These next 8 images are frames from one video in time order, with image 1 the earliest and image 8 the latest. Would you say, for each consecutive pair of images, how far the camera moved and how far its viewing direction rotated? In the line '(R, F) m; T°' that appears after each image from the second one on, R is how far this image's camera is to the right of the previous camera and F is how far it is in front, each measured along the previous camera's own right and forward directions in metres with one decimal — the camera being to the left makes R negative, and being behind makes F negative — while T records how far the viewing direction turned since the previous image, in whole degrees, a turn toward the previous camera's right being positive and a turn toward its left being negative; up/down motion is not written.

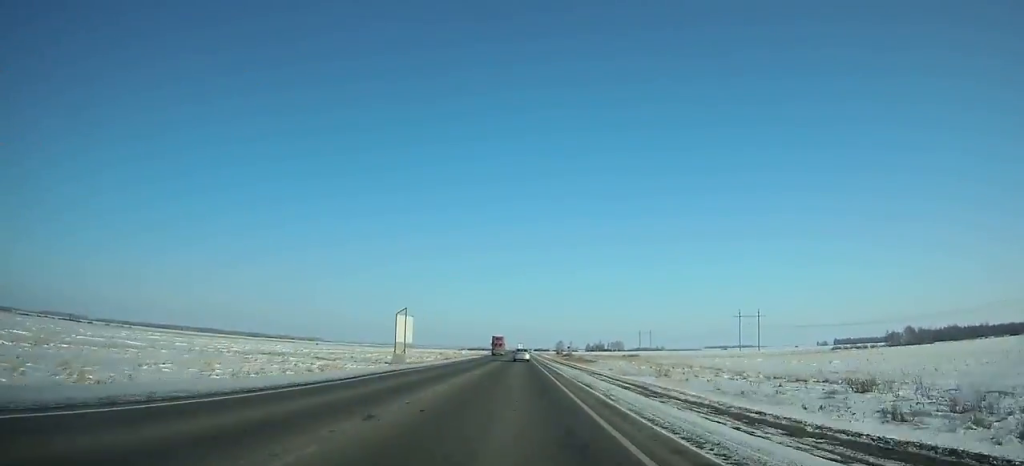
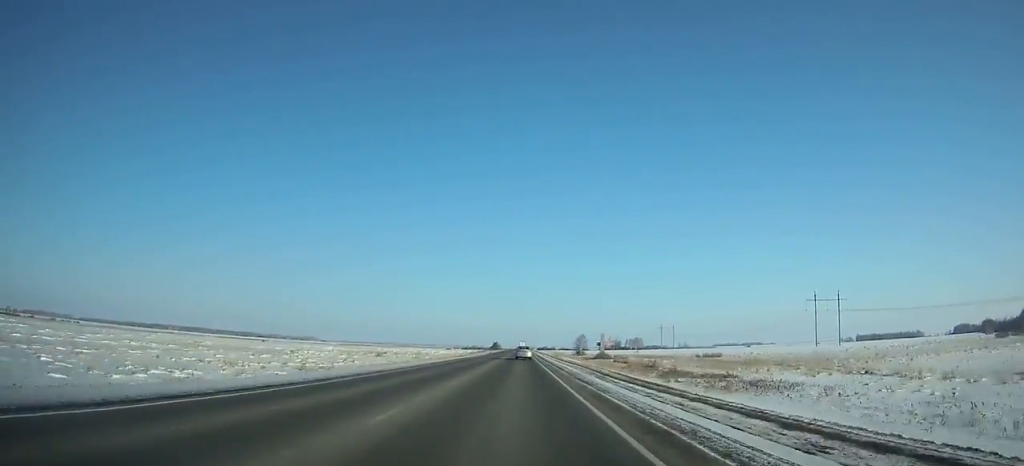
(-0.2, +101.0) m; 0°
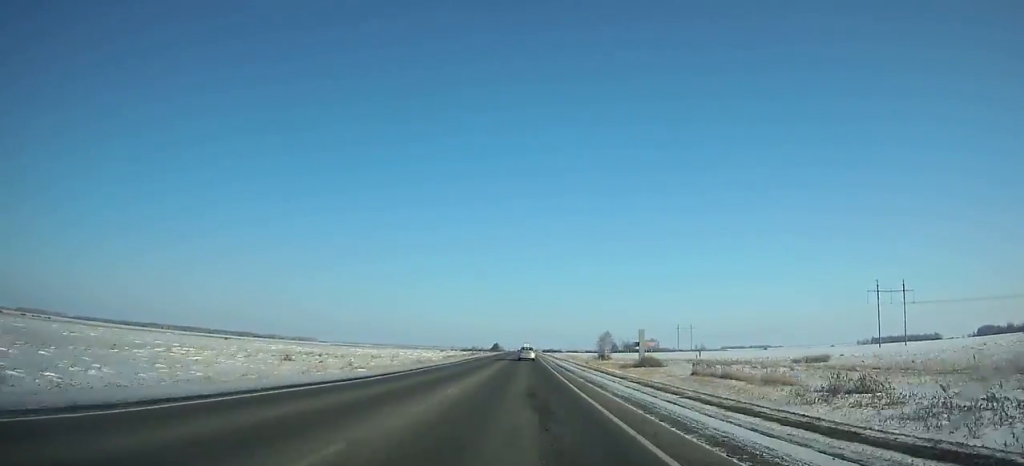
(-0.1, +51.9) m; 0°
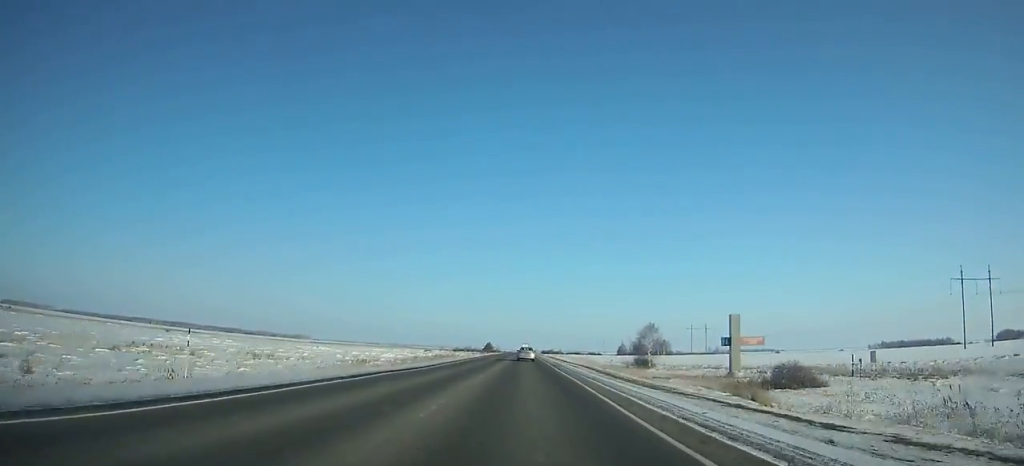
(+0.1, +54.9) m; 0°
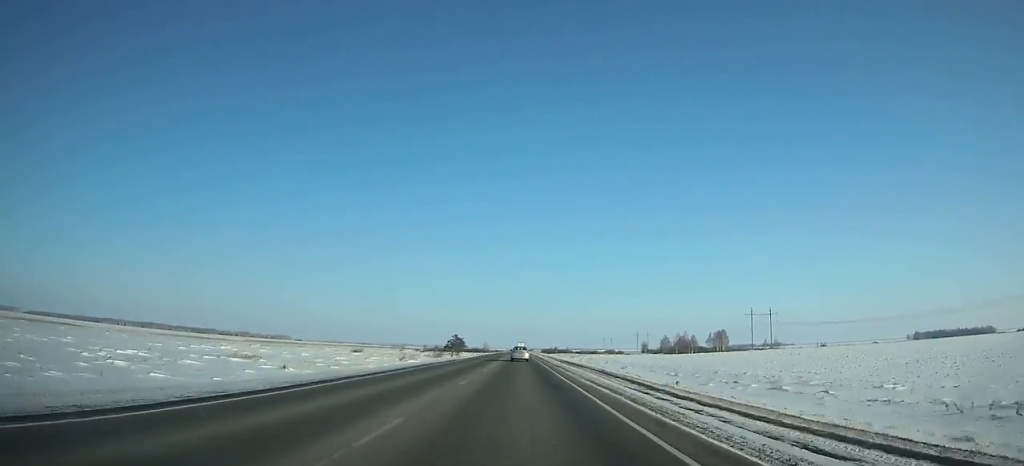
(+0.6, +144.7) m; 0°
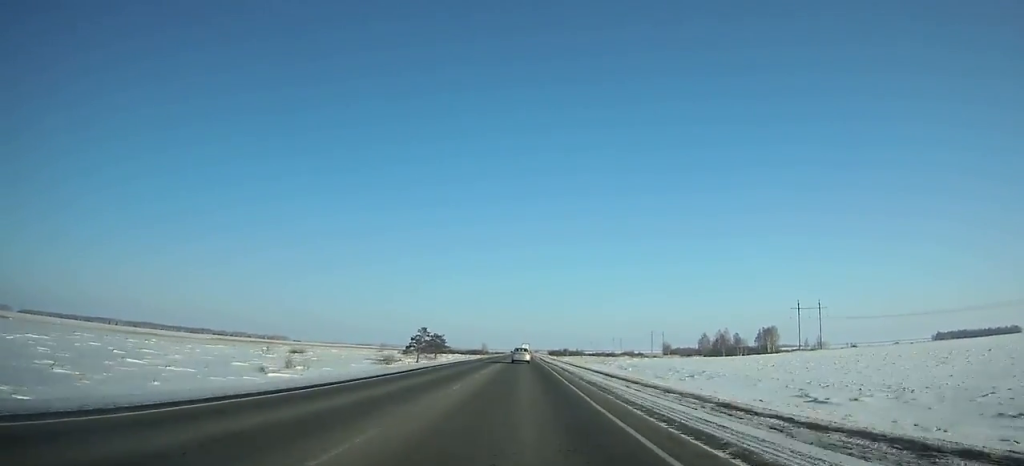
(-0.1, +61.0) m; 0°
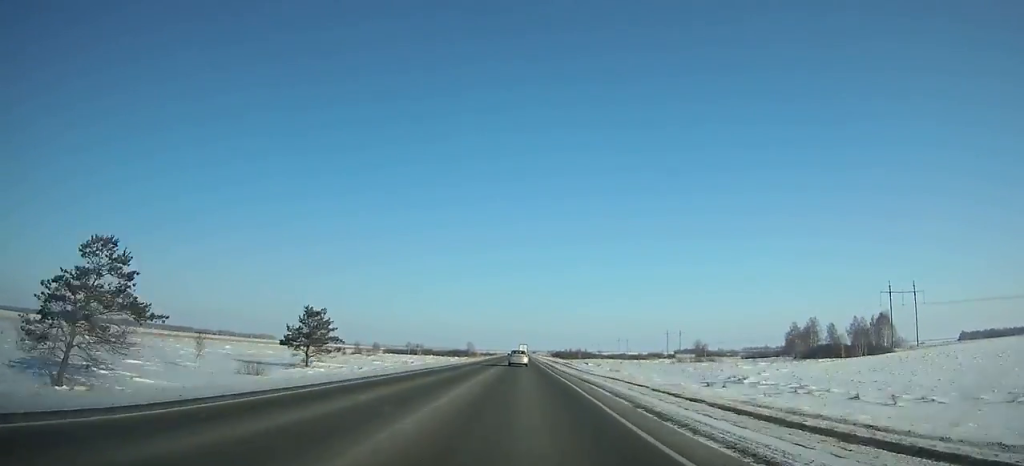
(-0.2, +87.7) m; 0°
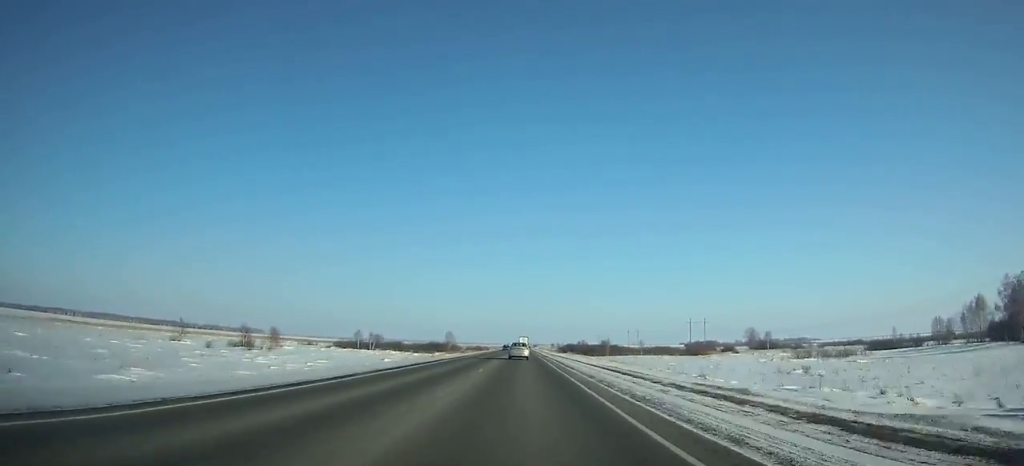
(-0.1, +85.3) m; 0°
